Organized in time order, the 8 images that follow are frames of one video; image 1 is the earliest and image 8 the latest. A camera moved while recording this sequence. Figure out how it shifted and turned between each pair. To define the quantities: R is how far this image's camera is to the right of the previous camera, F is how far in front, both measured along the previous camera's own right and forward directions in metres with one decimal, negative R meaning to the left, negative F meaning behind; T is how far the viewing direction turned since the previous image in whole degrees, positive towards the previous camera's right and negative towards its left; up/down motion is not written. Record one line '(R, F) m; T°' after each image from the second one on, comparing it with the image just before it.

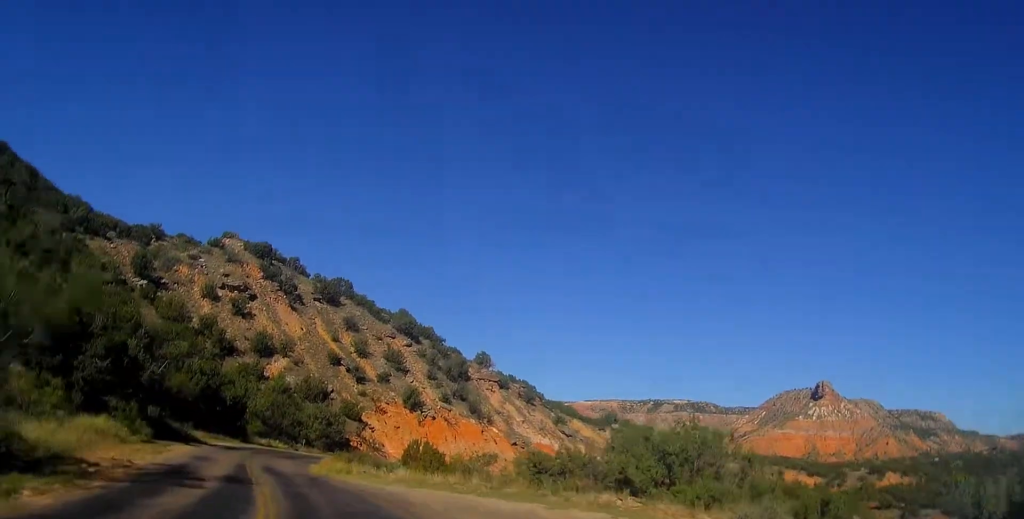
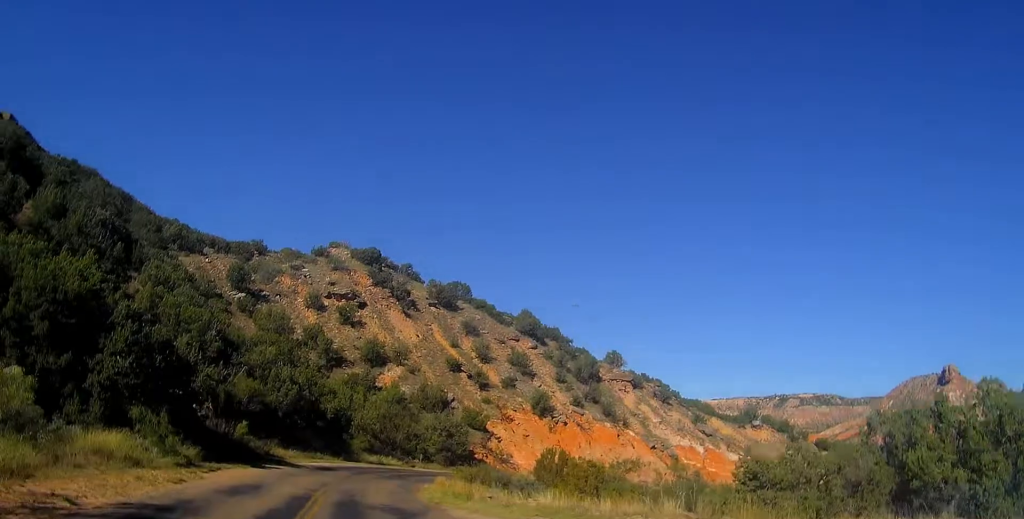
(-0.8, +8.3) m; -9°
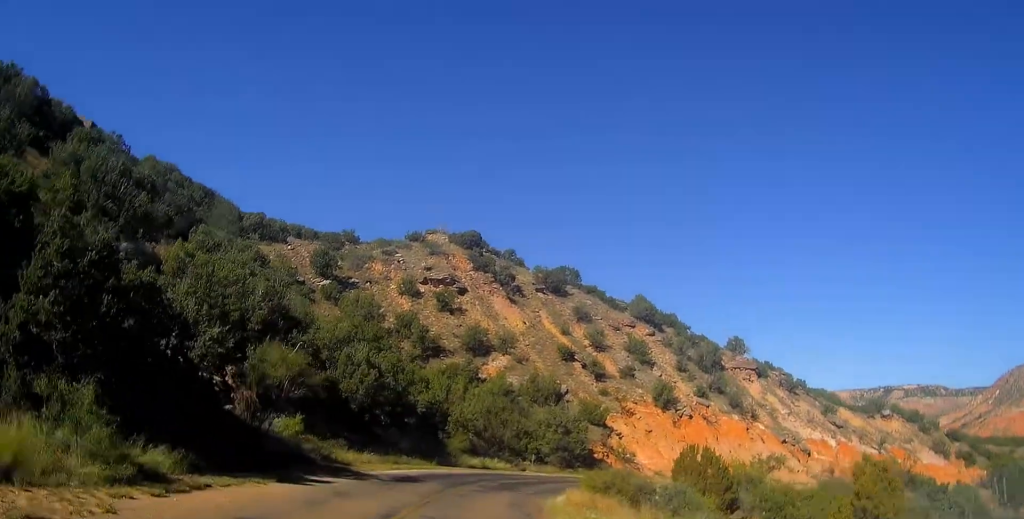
(-0.9, +9.5) m; -7°
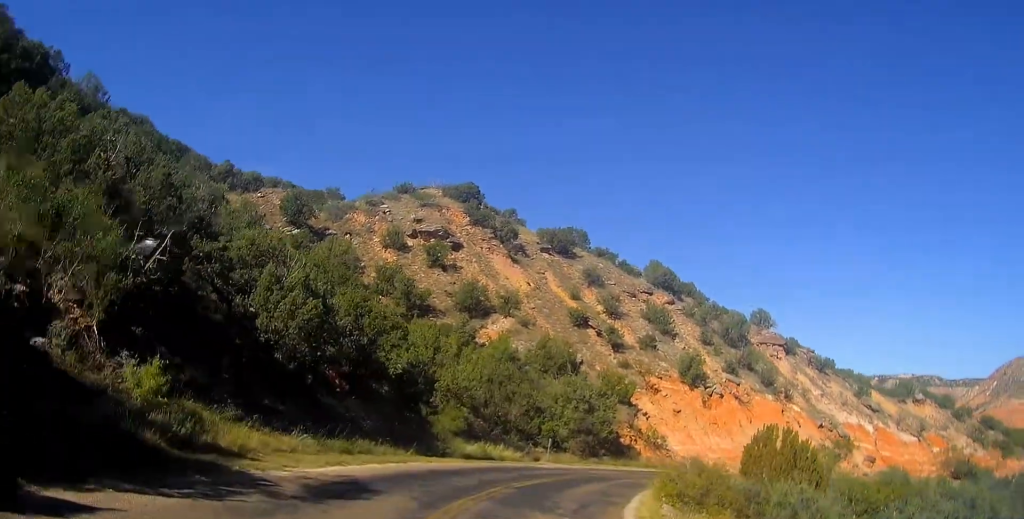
(-0.4, +12.7) m; -1°
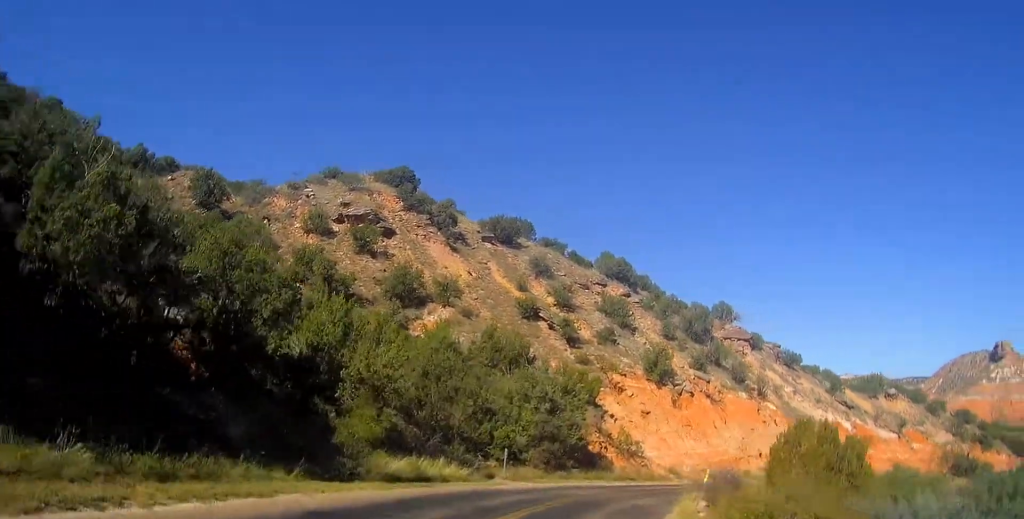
(+0.2, +9.1) m; +5°
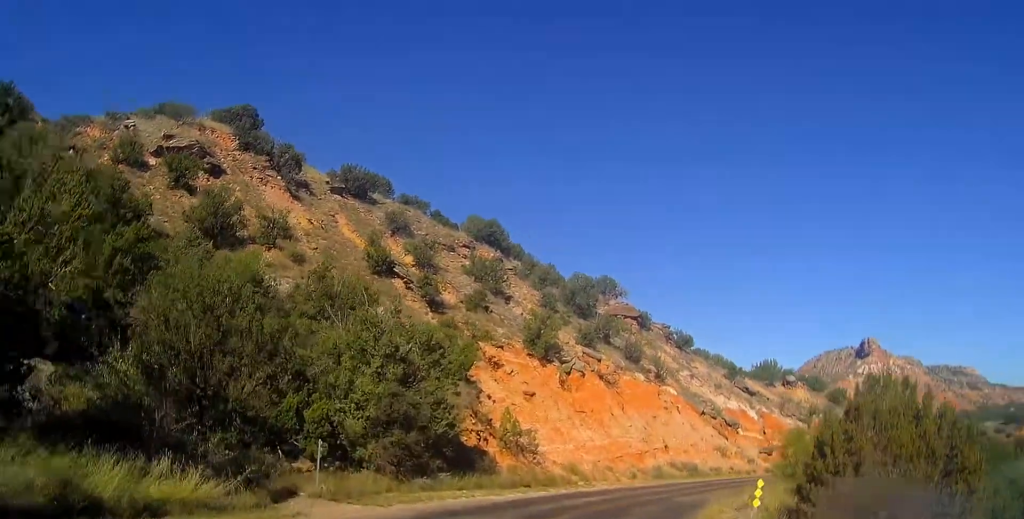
(+1.1, +12.4) m; +12°
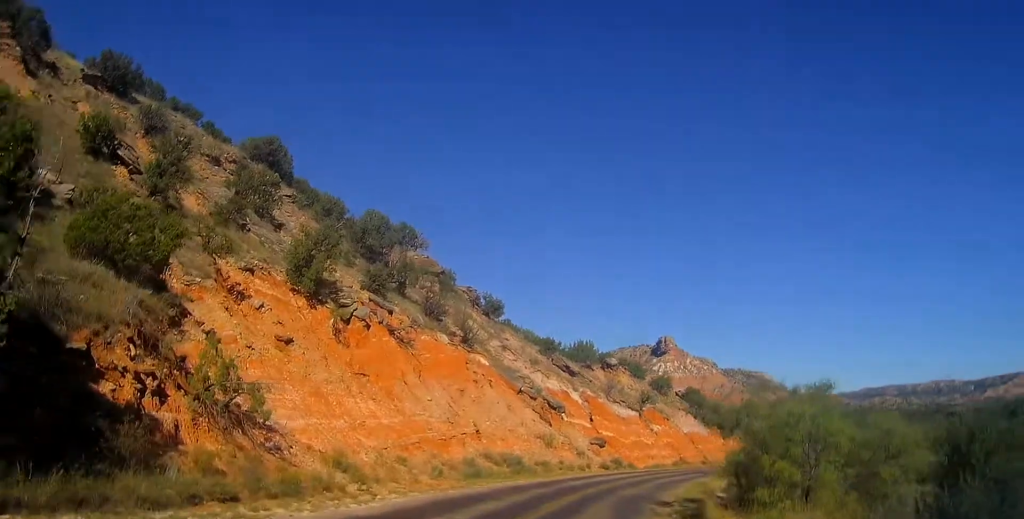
(+2.1, +14.3) m; +19°
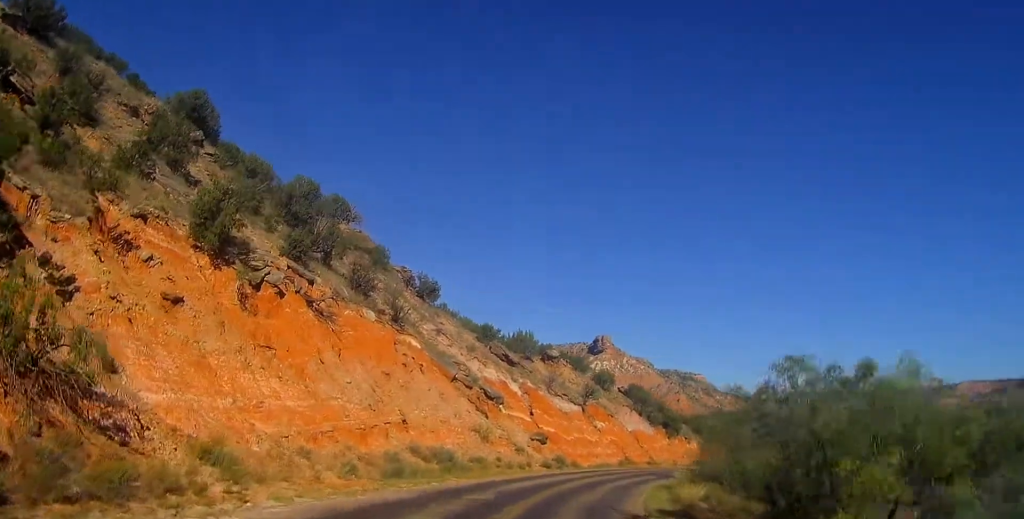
(+0.6, +5.1) m; +6°
